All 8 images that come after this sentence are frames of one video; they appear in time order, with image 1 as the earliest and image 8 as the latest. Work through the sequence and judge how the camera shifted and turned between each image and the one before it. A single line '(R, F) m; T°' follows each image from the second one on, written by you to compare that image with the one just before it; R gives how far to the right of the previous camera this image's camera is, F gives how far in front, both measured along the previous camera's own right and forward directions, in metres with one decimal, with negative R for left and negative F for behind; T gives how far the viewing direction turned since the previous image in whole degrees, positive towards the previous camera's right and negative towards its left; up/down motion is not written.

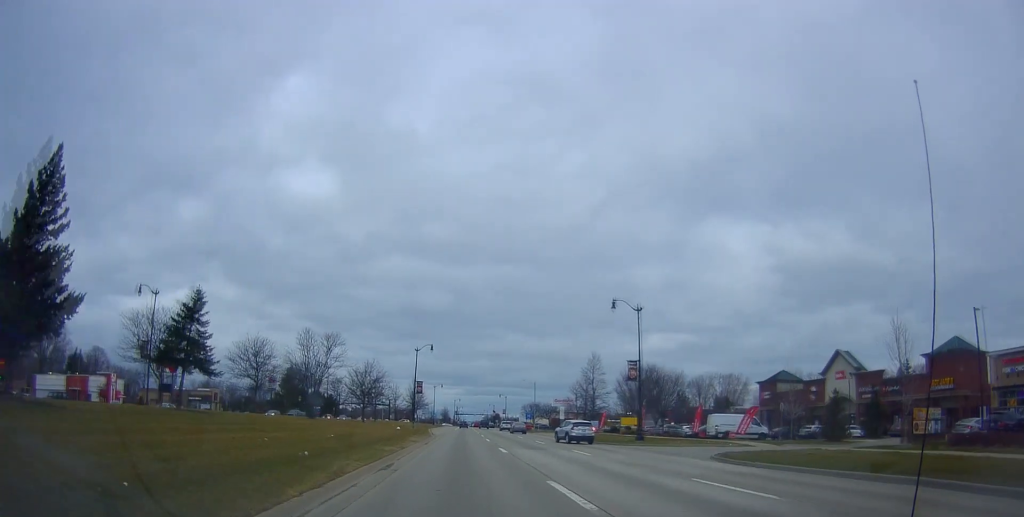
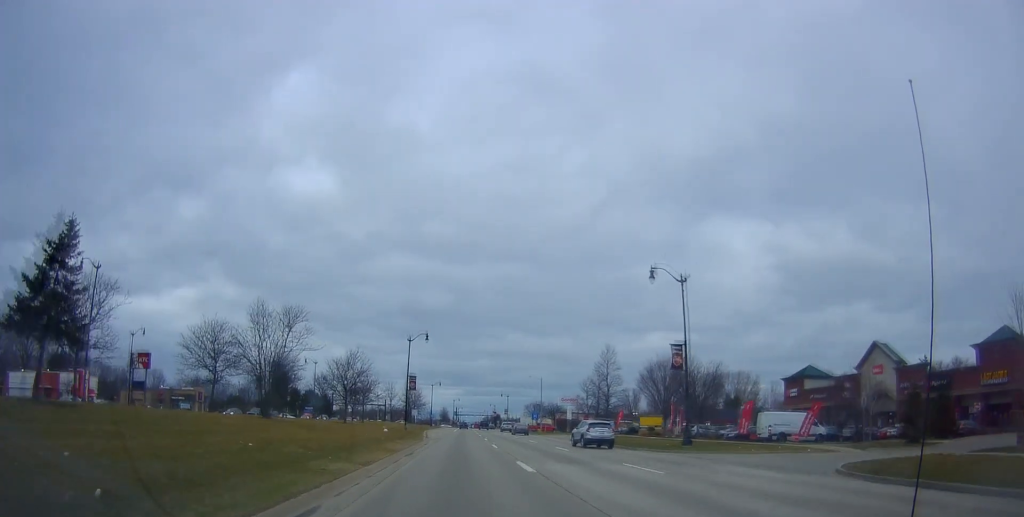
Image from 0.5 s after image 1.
(0.0, +9.9) m; 0°
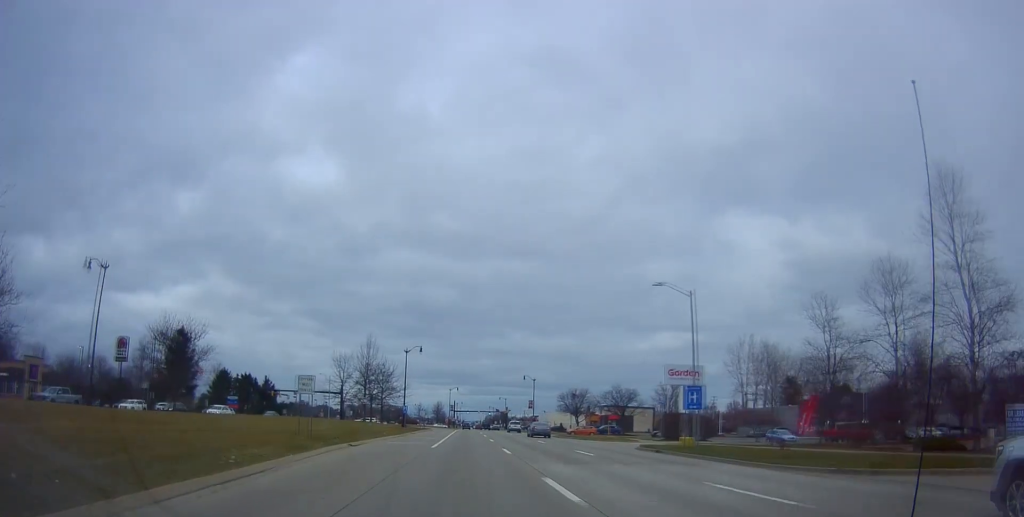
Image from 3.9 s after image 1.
(-2.1, +66.6) m; -2°
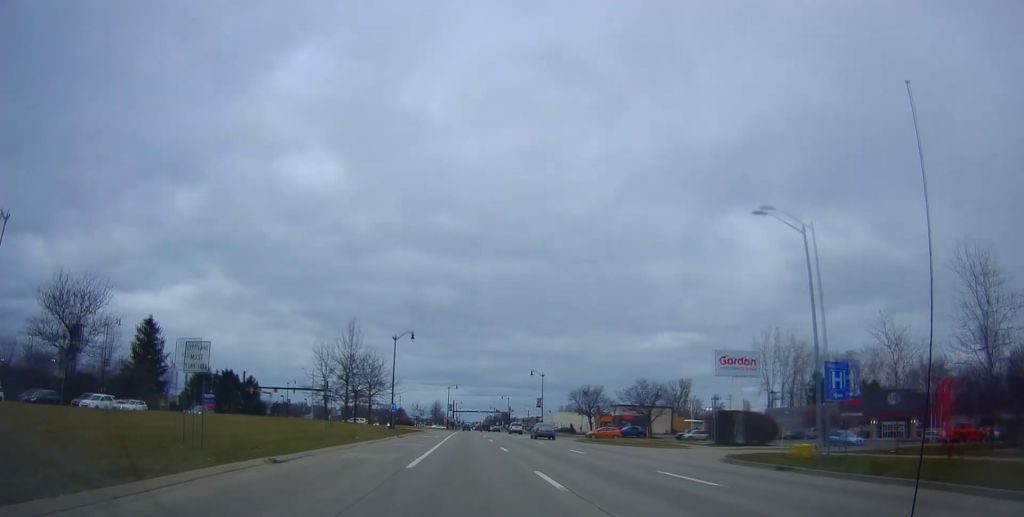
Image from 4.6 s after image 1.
(+0.1, +12.7) m; 0°
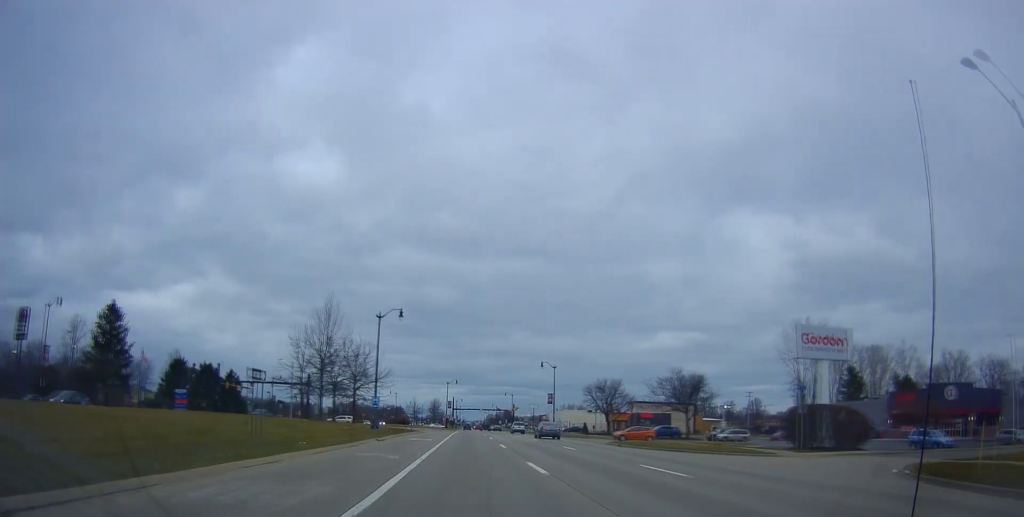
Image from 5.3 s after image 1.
(+0.4, +12.6) m; +1°
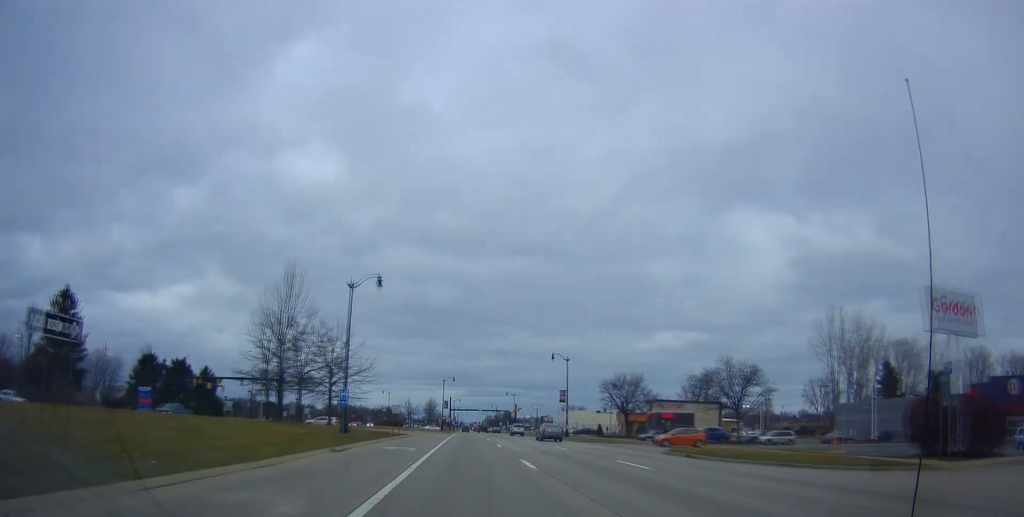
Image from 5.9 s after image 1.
(-0.3, +12.5) m; 0°
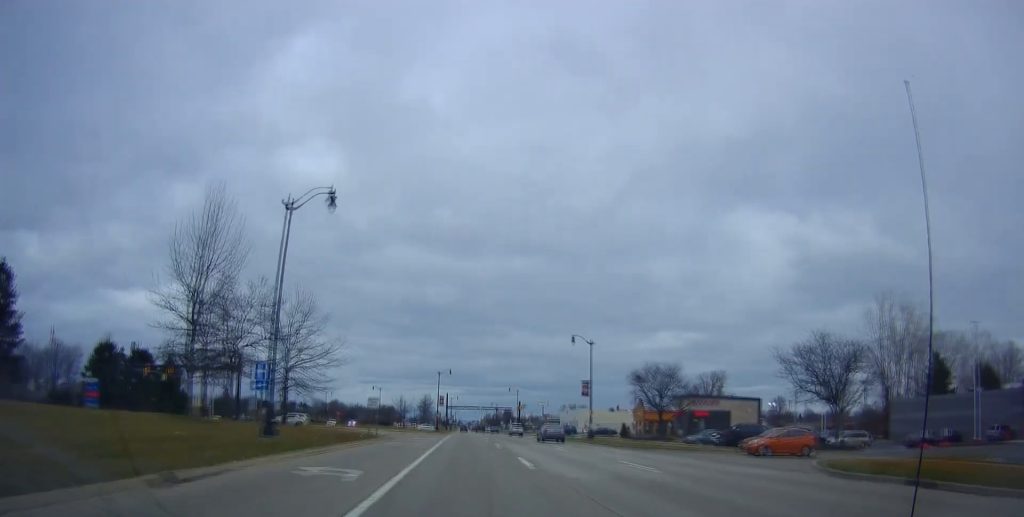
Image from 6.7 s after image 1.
(+0.1, +15.0) m; +1°
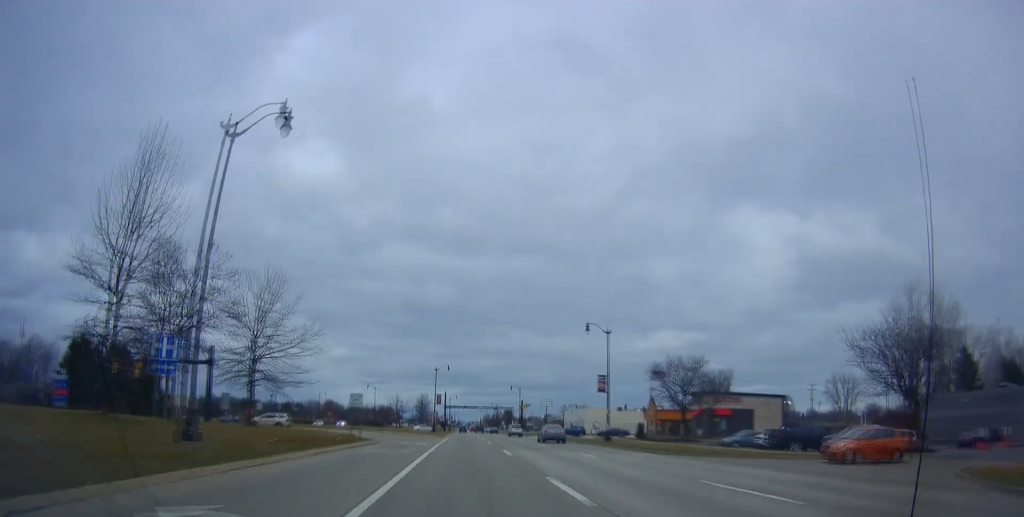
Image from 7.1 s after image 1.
(+0.1, +7.5) m; +1°
